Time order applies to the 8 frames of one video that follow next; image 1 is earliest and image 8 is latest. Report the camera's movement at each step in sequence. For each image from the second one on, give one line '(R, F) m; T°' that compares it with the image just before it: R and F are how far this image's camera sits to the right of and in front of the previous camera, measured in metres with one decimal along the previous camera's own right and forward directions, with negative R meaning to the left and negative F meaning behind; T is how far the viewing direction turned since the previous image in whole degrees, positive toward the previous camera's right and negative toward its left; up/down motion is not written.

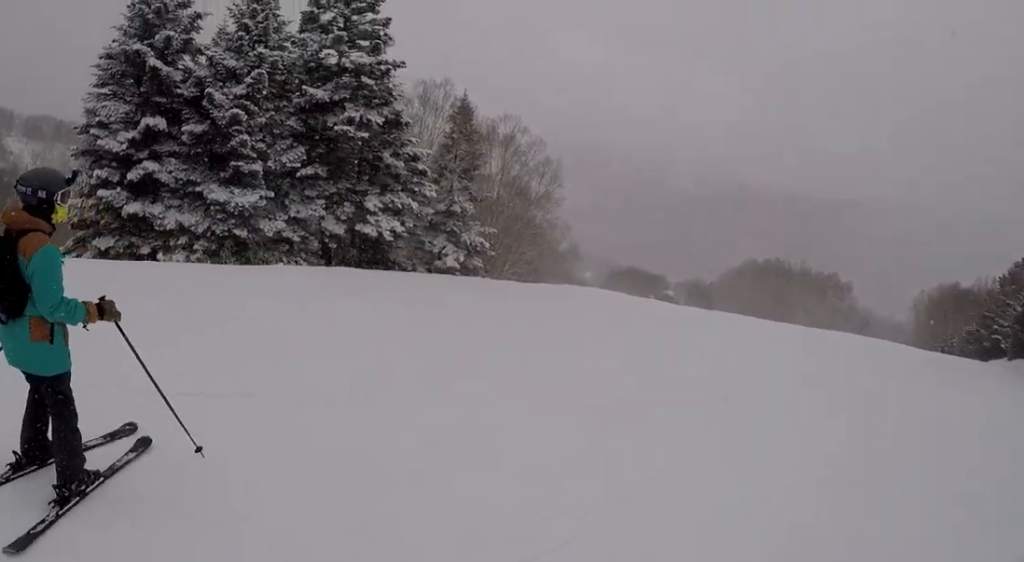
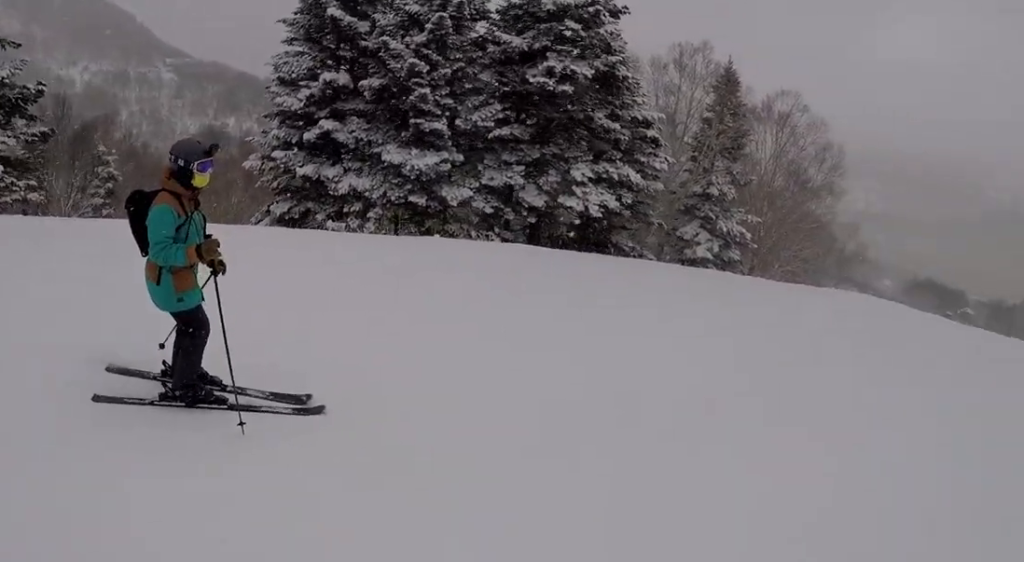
(-0.6, +4.4) m; -25°
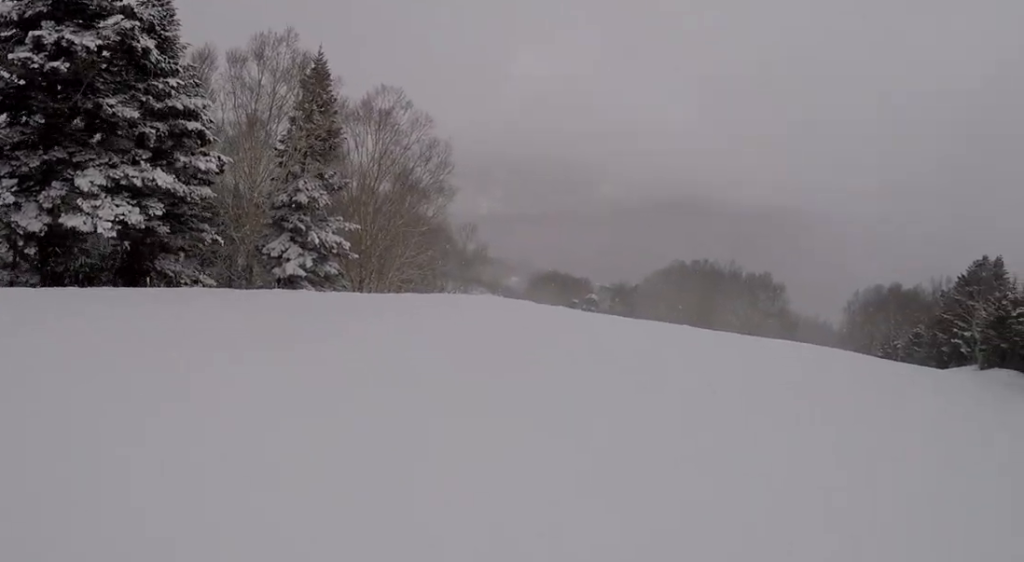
(-1.1, +4.4) m; +5°
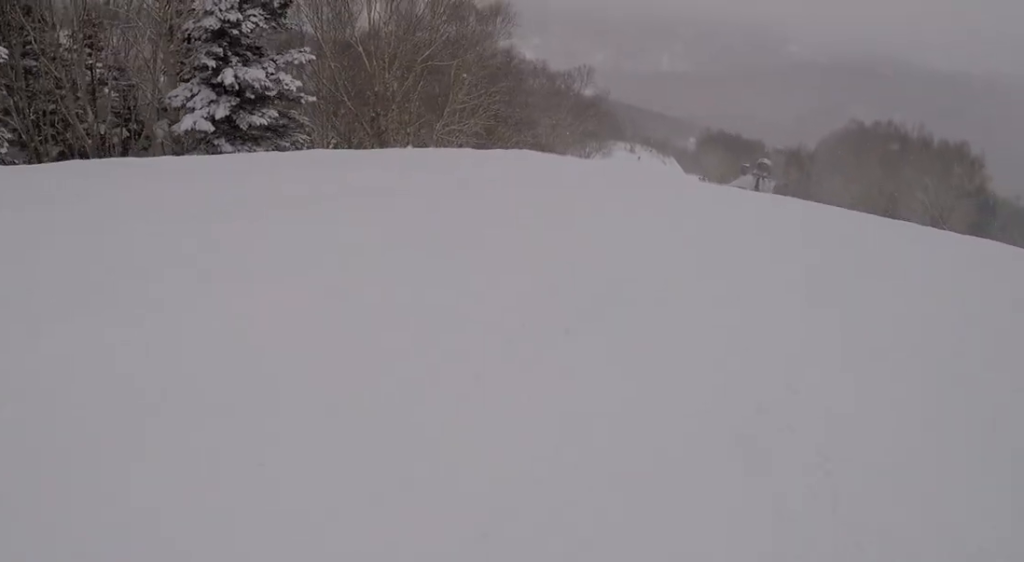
(+2.0, +12.5) m; +4°
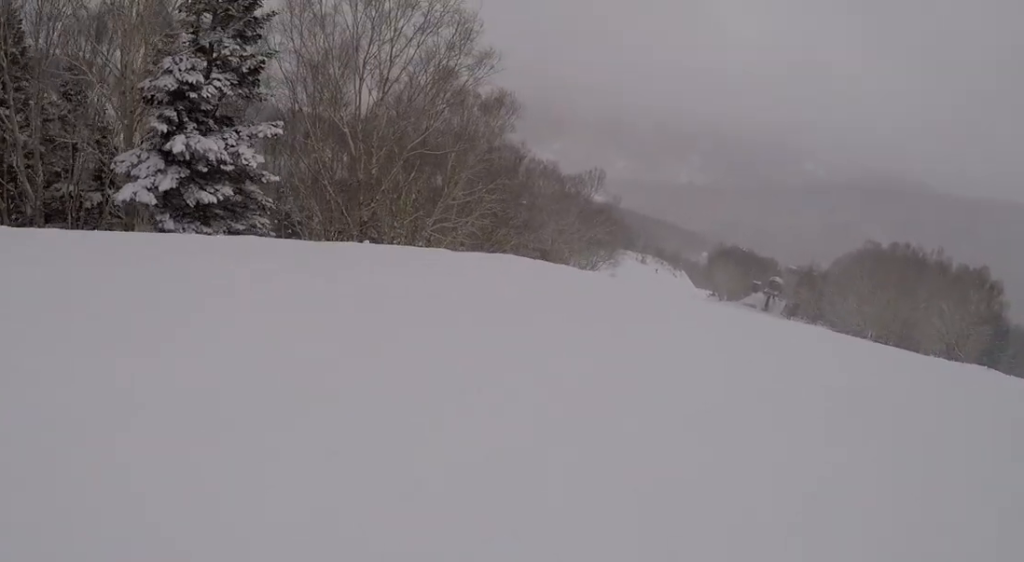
(0.0, +3.1) m; +2°
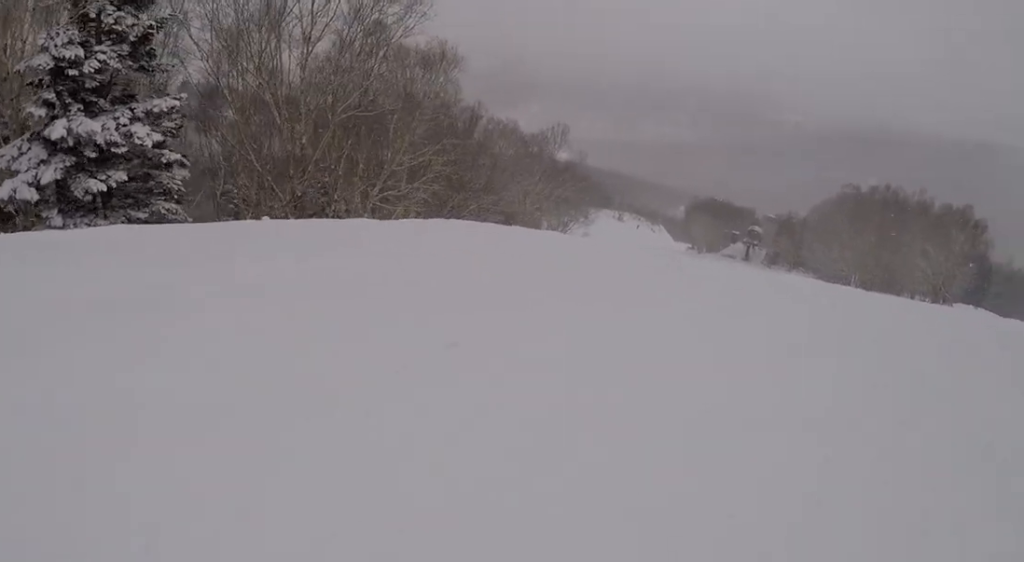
(-0.1, +2.4) m; +3°
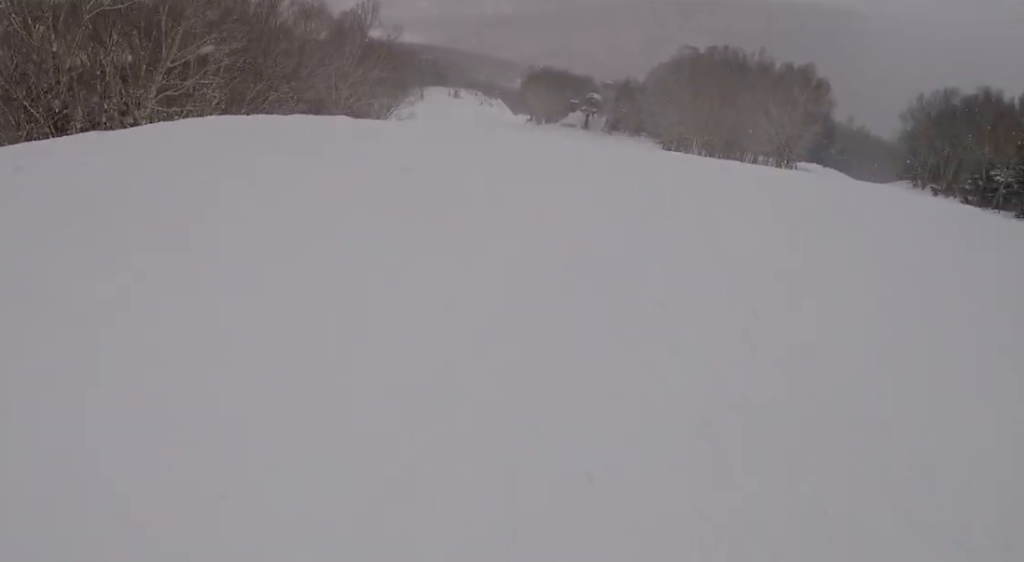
(+0.1, +2.8) m; -4°
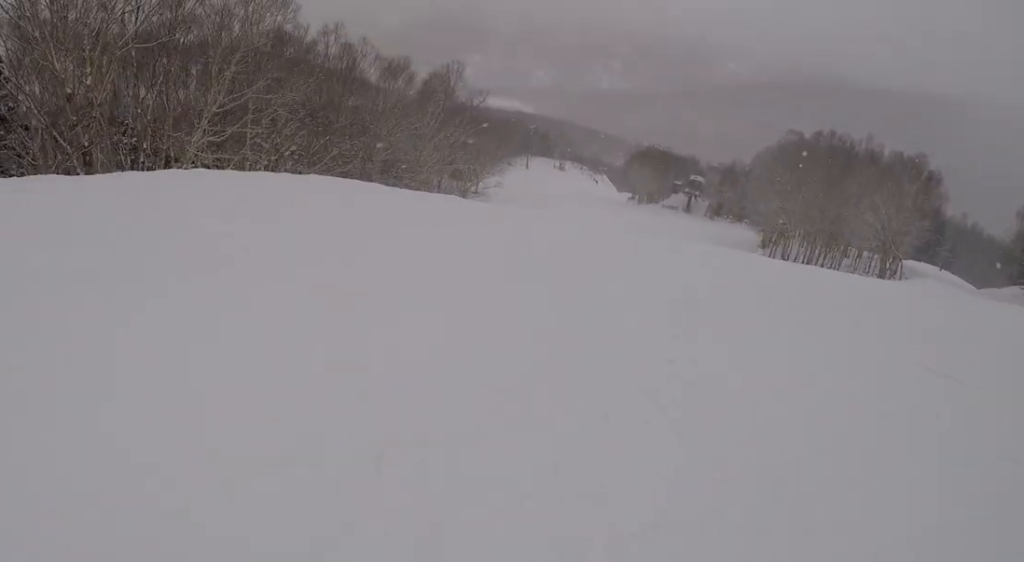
(+0.7, +3.3) m; -11°
